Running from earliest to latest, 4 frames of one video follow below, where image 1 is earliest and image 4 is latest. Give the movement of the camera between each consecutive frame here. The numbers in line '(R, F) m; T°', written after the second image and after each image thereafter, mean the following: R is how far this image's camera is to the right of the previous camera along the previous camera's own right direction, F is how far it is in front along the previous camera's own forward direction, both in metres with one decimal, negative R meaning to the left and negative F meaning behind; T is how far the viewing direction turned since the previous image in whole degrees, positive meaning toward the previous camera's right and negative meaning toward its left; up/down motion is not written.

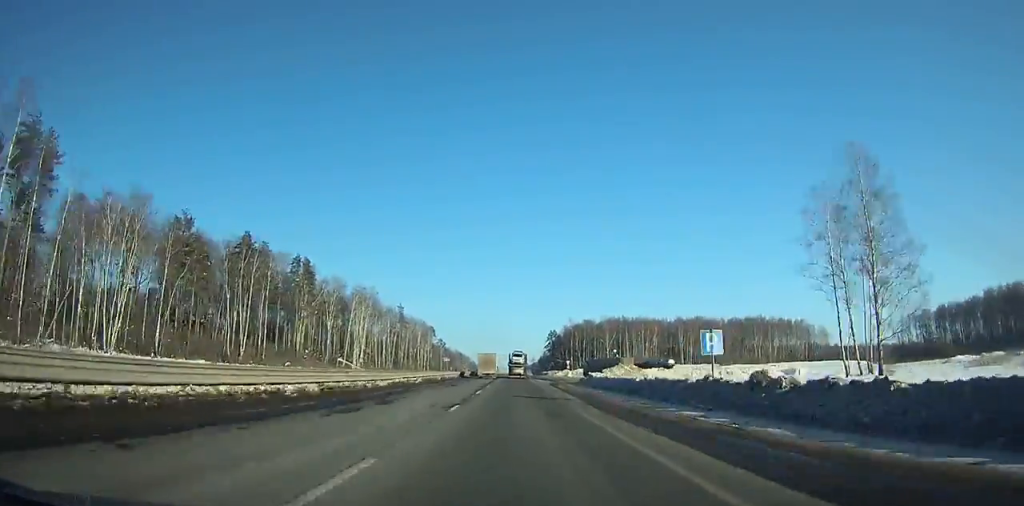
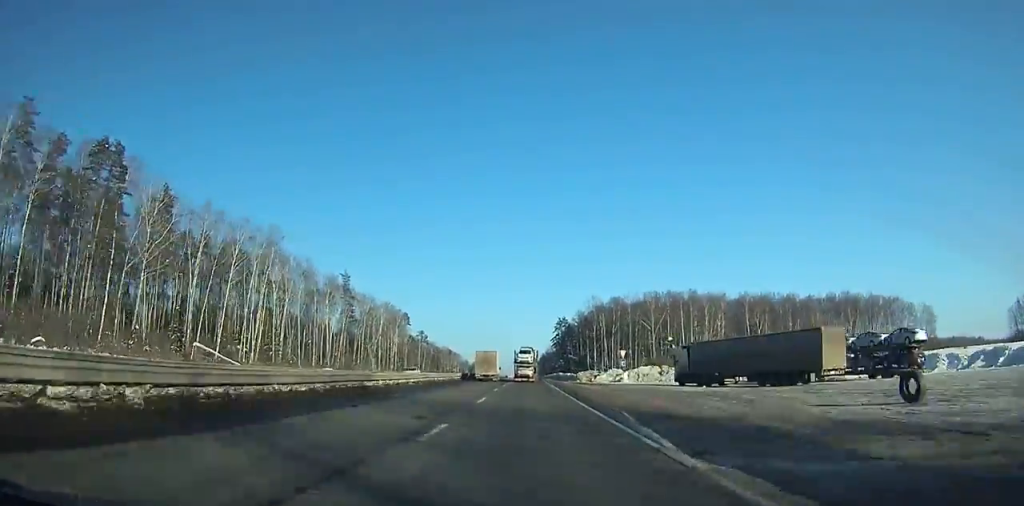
(-0.1, +80.6) m; 0°
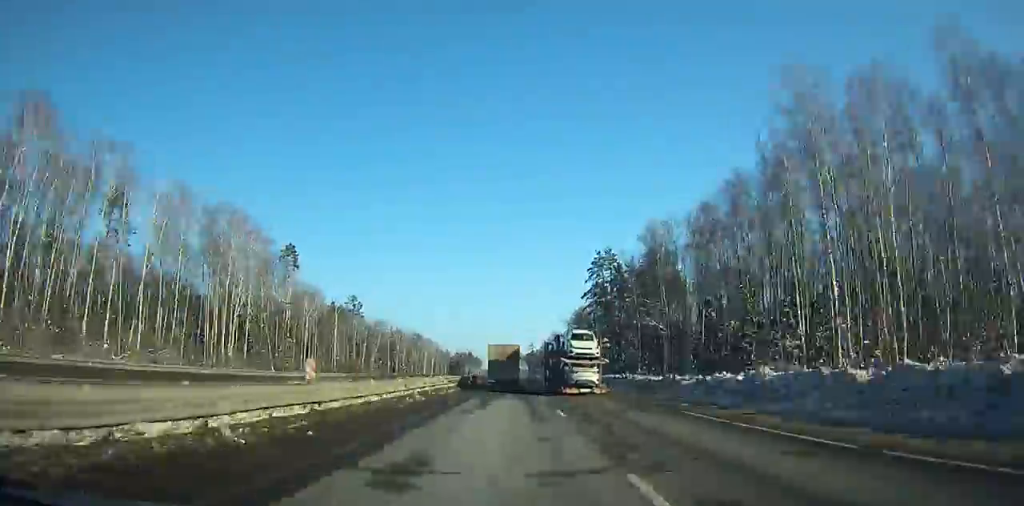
(+0.8, +135.2) m; 0°
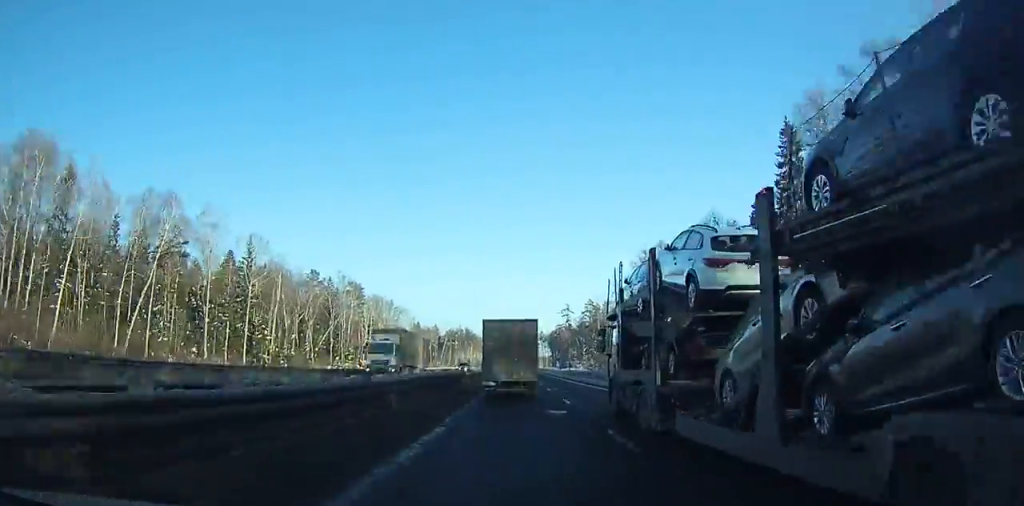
(-1.9, +165.7) m; -1°
